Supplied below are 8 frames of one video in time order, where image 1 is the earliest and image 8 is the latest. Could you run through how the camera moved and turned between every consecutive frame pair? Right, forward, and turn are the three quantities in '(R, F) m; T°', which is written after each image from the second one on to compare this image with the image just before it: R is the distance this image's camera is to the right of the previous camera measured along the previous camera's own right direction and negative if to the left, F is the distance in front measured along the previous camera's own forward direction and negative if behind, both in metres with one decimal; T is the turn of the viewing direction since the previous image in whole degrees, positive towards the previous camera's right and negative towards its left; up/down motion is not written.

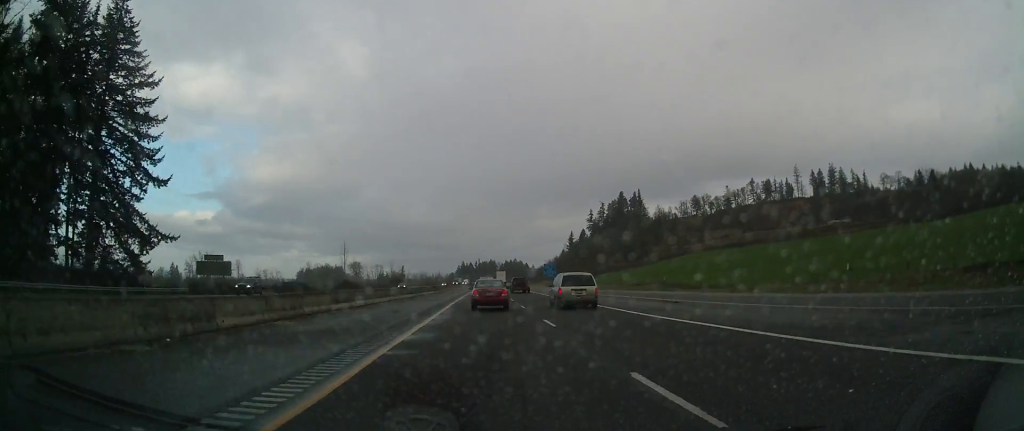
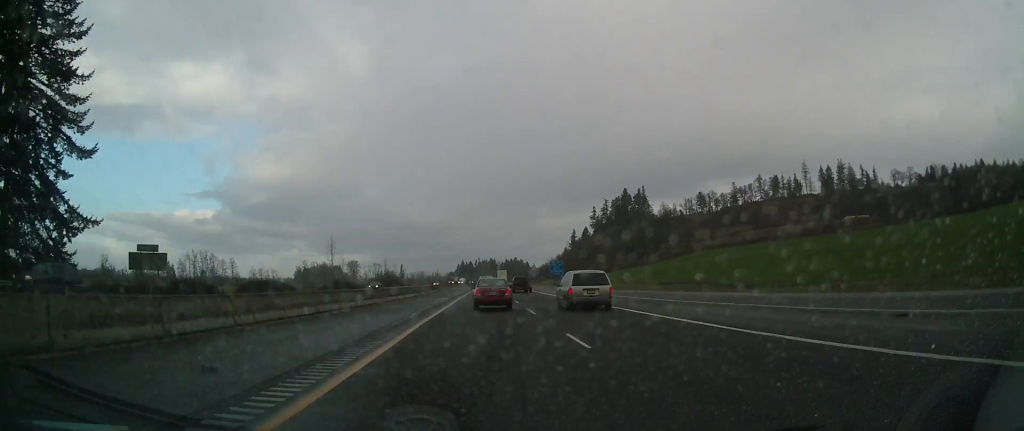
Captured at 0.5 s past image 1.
(-0.1, +17.8) m; 0°
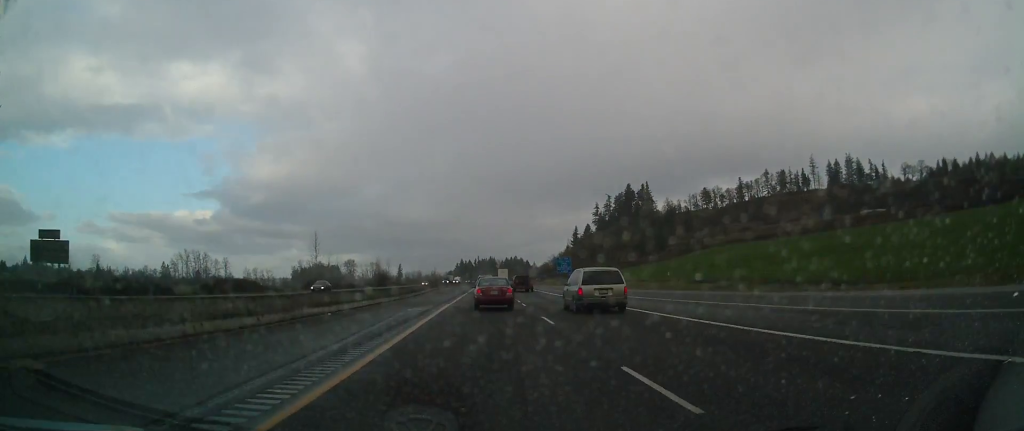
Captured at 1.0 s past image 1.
(0.0, +19.9) m; 0°
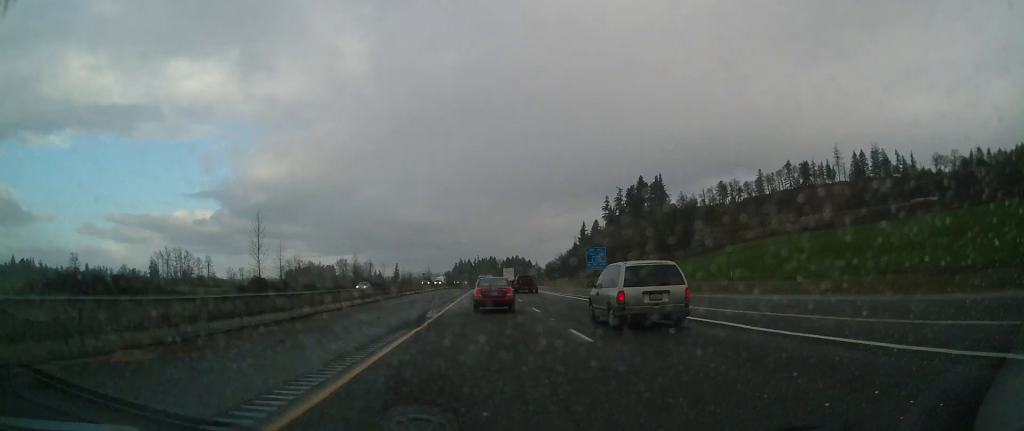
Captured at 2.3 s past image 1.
(-0.4, +50.6) m; 0°
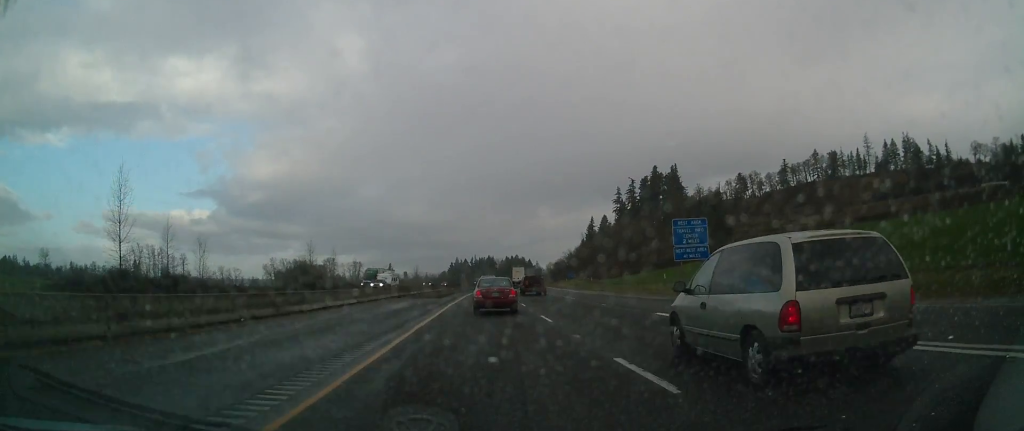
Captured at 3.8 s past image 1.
(+0.8, +57.4) m; +1°
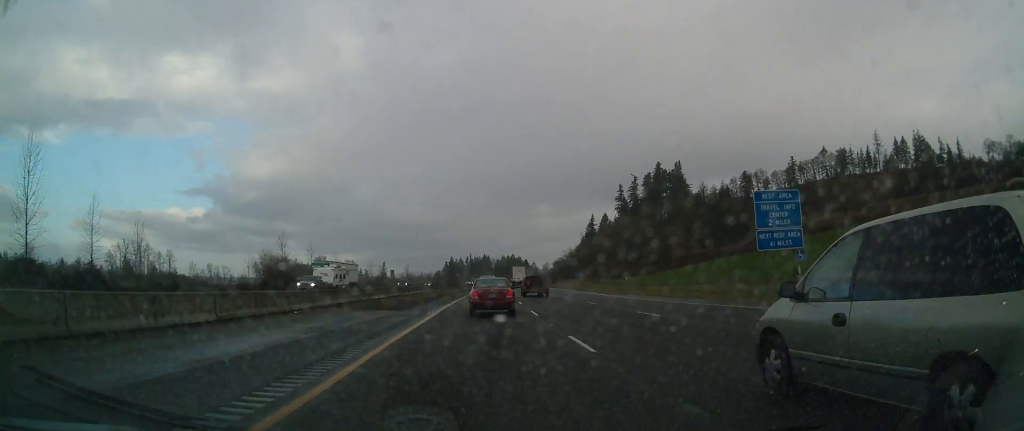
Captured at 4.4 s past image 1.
(+0.1, +20.8) m; 0°
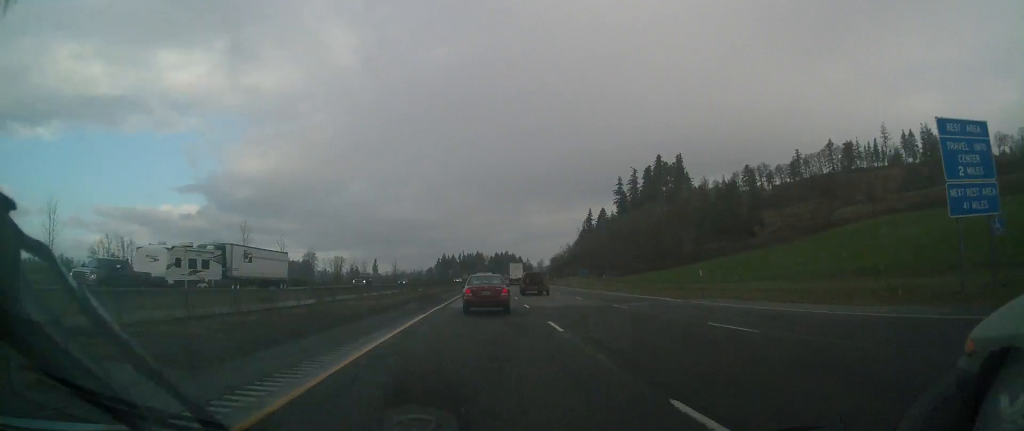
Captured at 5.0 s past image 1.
(-0.3, +20.6) m; 0°
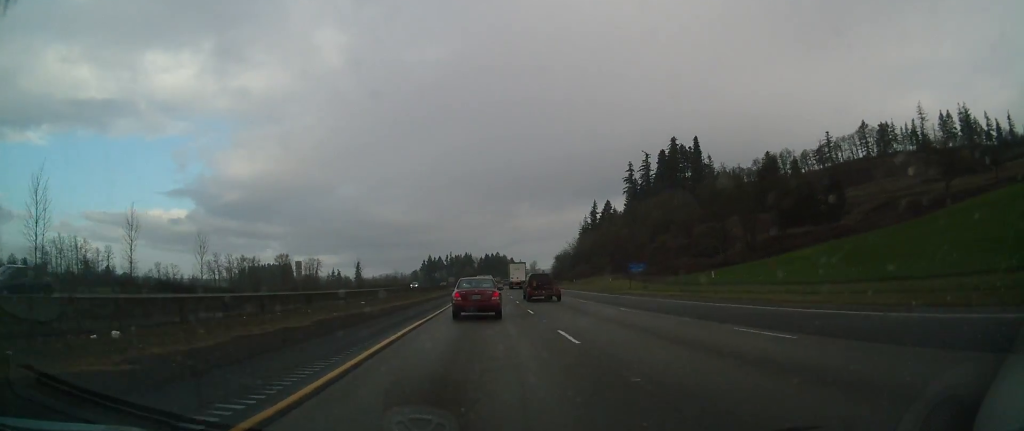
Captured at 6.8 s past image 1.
(0.0, +64.9) m; 0°
